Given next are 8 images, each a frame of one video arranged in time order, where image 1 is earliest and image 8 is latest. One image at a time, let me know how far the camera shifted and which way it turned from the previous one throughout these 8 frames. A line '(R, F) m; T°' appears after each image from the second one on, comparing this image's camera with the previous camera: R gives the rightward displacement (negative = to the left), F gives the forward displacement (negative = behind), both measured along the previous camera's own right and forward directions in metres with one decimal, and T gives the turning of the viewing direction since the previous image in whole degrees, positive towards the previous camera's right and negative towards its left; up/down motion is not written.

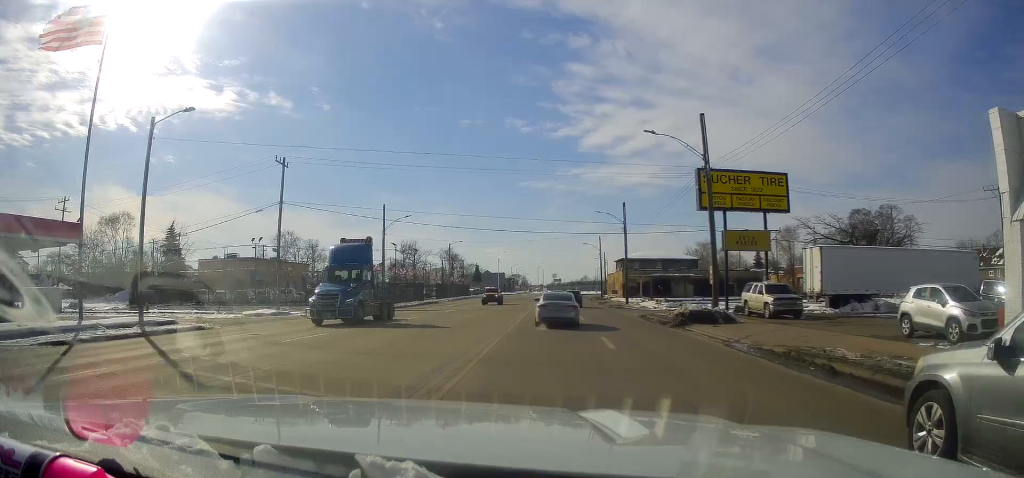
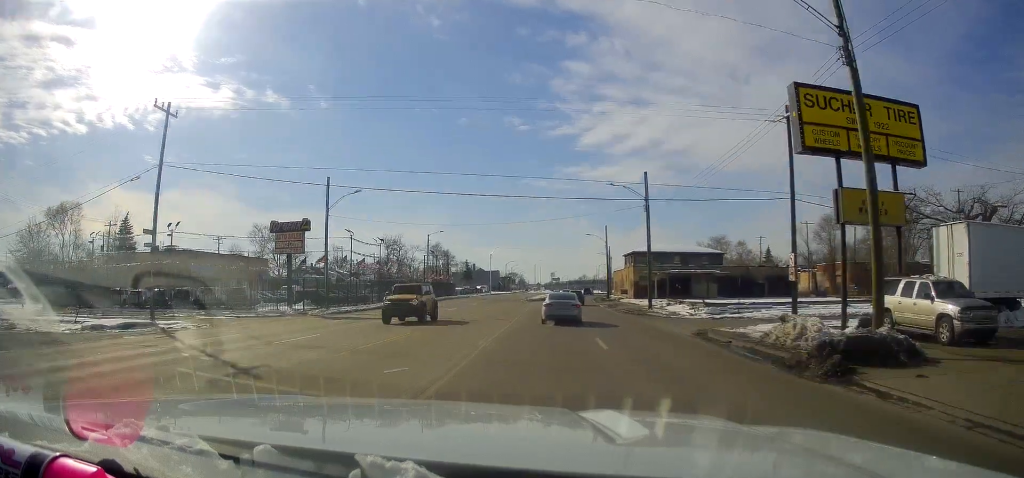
(-0.1, +13.2) m; +1°
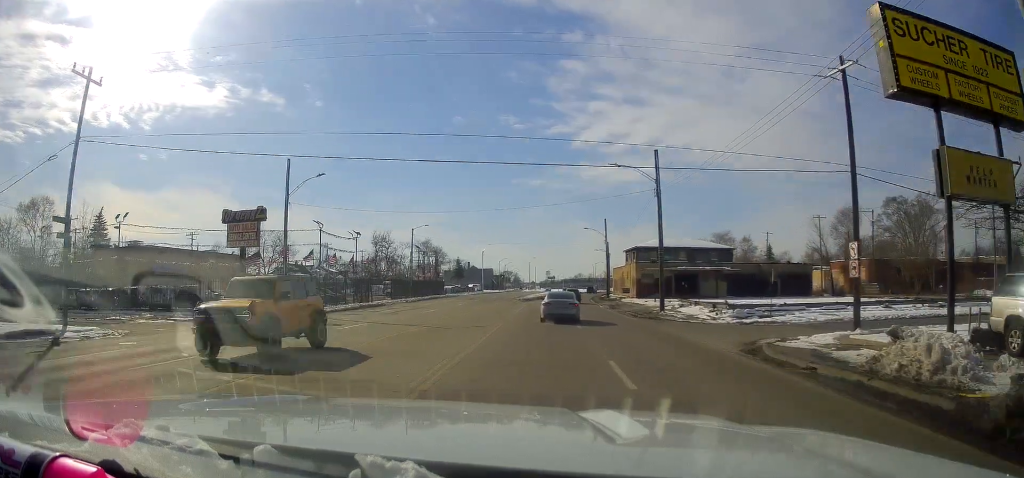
(+0.2, +5.6) m; 0°
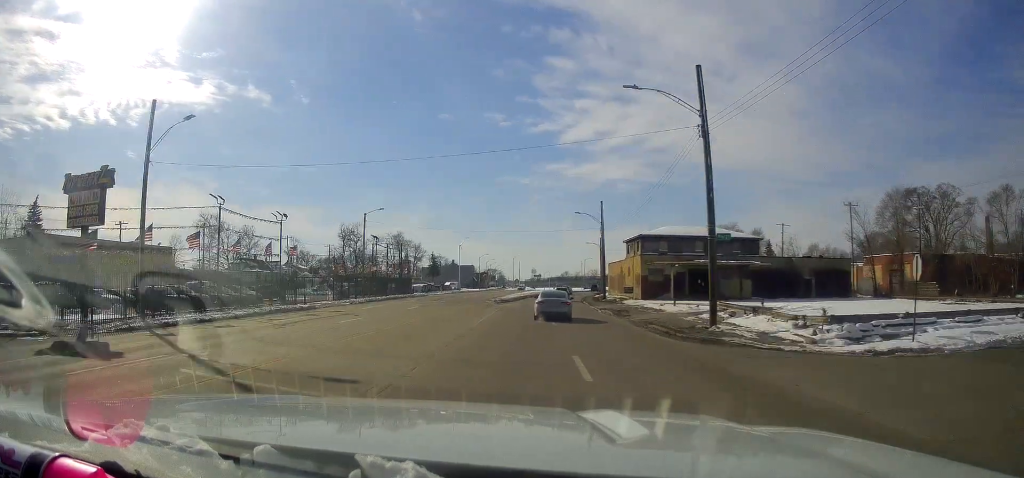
(-0.3, +13.1) m; -1°
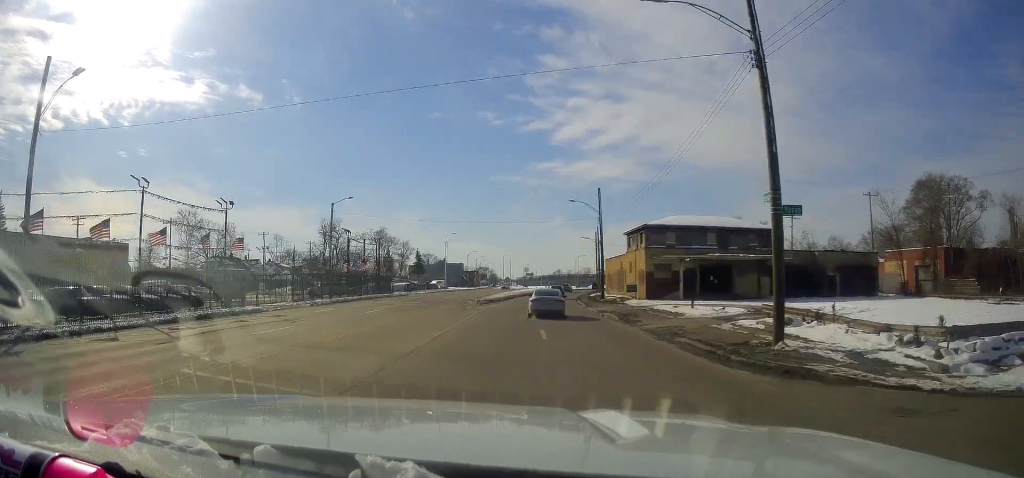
(+0.1, +6.9) m; +1°
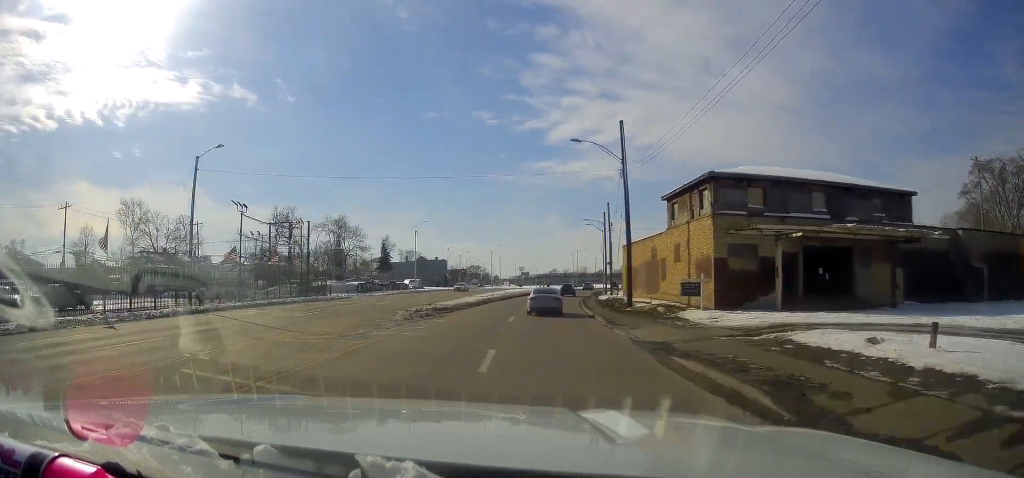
(+0.4, +20.8) m; +2°
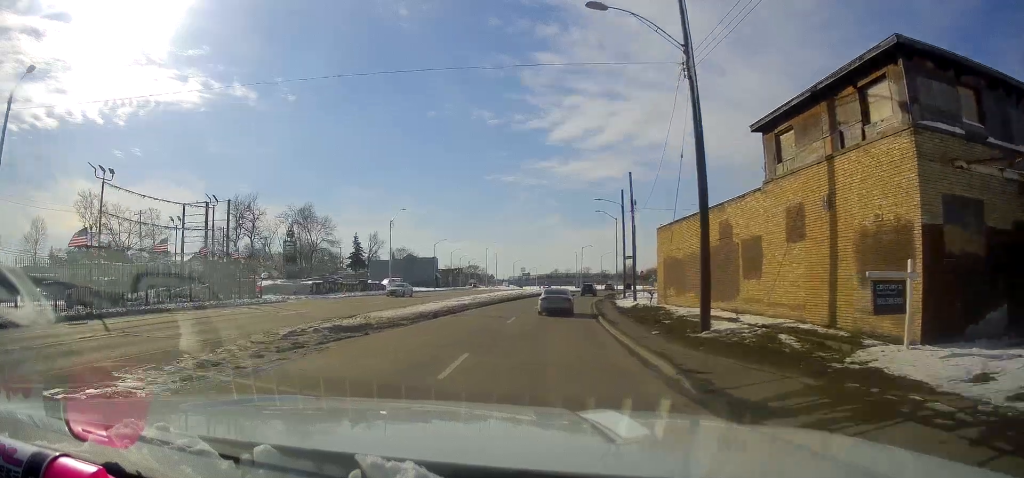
(+0.2, +15.3) m; 0°
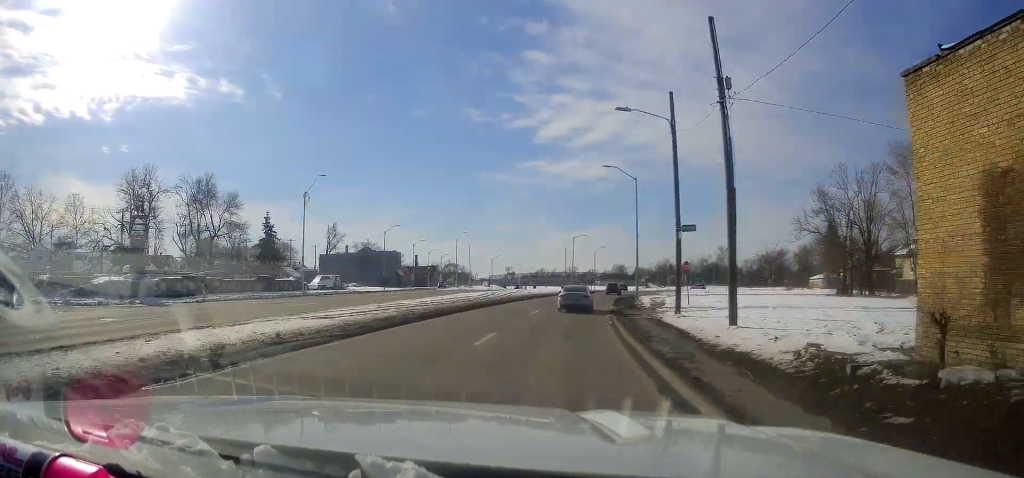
(-0.5, +25.5) m; 0°
